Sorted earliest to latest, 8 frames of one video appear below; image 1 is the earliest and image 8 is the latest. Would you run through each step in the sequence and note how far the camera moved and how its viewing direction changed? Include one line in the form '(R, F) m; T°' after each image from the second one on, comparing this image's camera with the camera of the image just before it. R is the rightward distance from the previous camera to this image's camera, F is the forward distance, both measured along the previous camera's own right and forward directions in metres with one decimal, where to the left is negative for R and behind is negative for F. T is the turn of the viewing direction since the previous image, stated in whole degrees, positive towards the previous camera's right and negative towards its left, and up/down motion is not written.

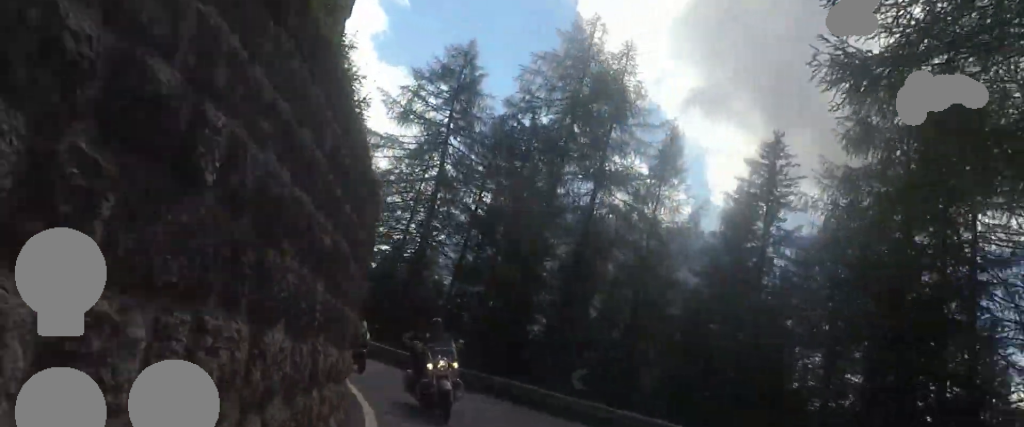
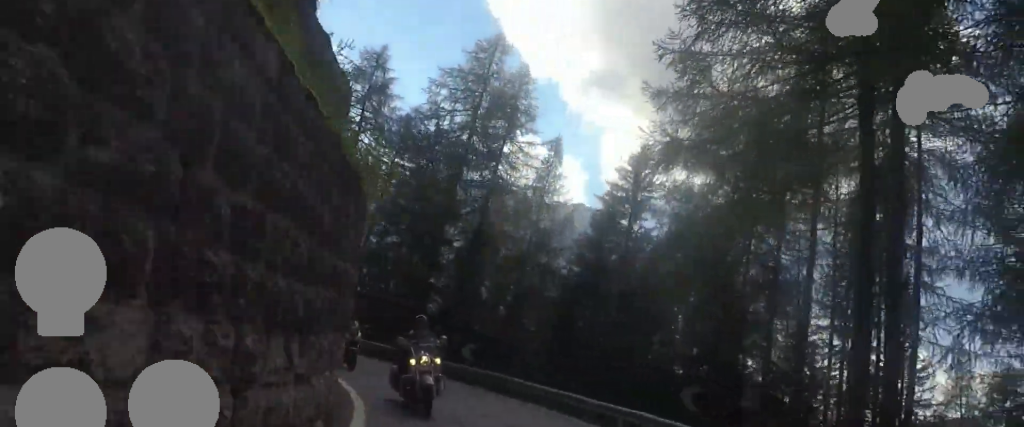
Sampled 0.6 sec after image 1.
(+0.6, +5.2) m; +2°
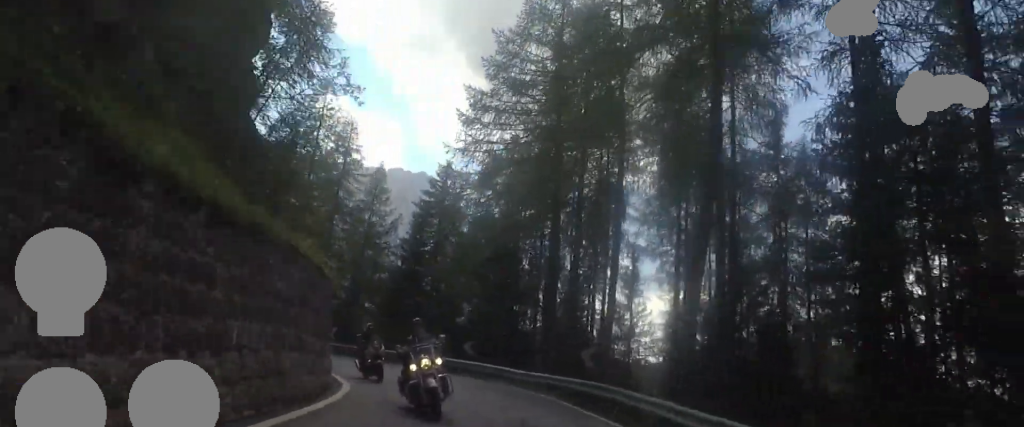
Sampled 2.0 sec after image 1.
(+1.2, +12.6) m; +20°
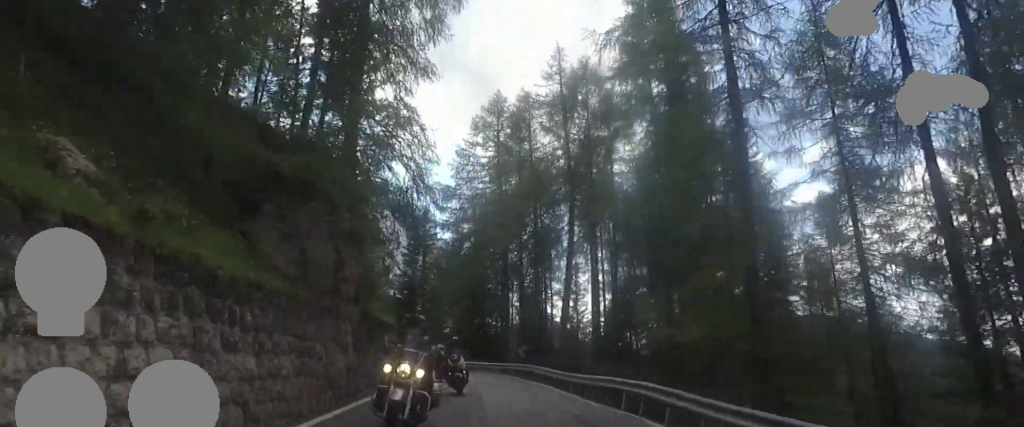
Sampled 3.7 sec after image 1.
(+3.6, +17.3) m; +12°
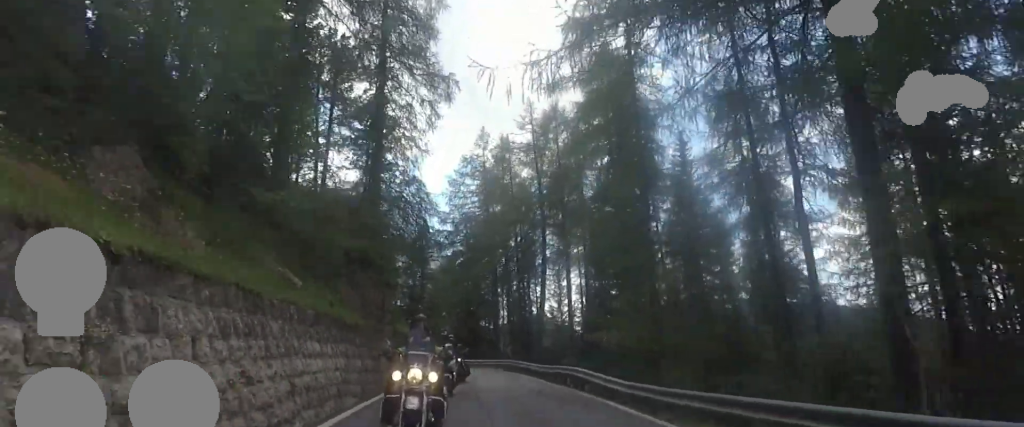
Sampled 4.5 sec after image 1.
(0.0, +8.9) m; 0°
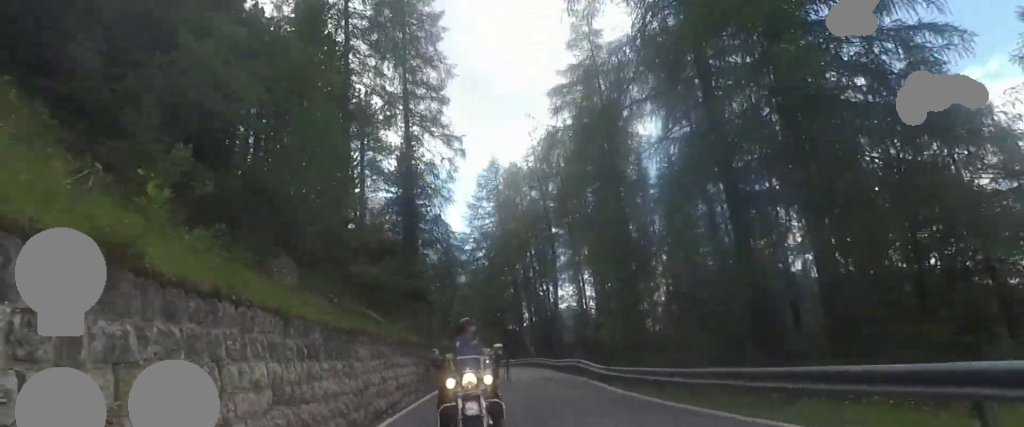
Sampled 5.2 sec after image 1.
(0.0, +8.2) m; 0°
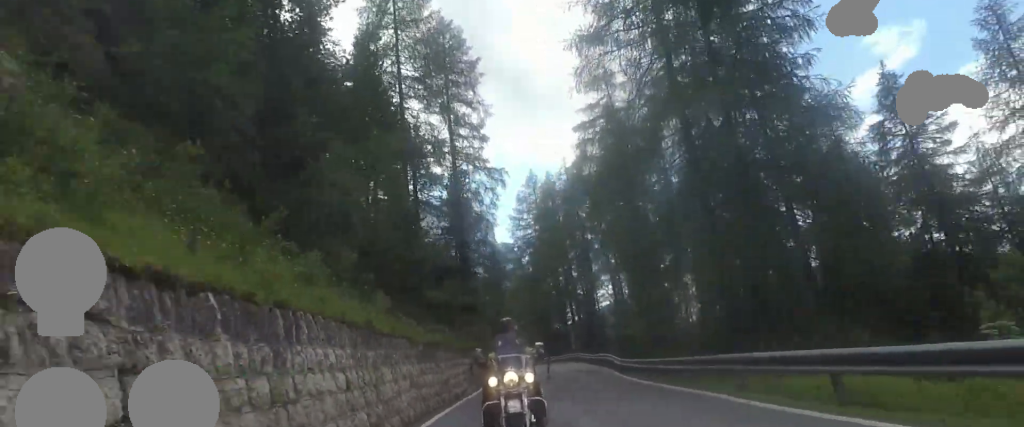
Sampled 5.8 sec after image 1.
(0.0, +7.2) m; -1°
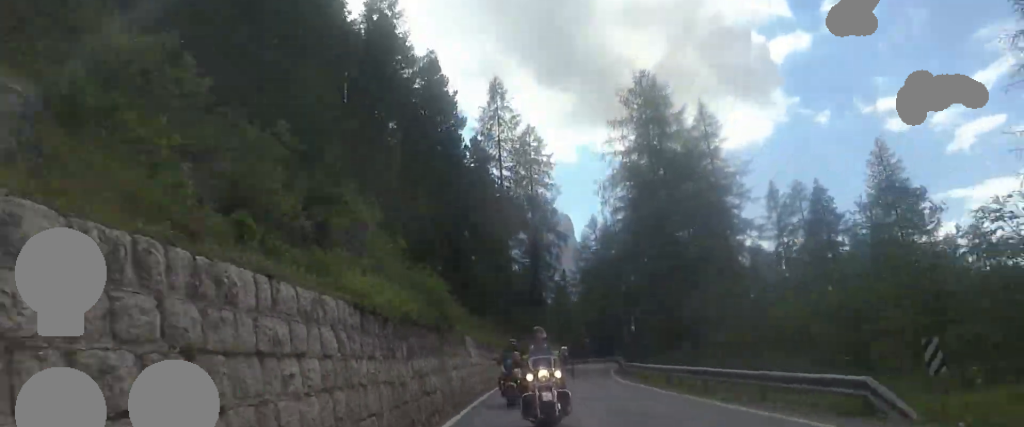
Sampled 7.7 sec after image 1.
(-2.5, +24.3) m; -12°
